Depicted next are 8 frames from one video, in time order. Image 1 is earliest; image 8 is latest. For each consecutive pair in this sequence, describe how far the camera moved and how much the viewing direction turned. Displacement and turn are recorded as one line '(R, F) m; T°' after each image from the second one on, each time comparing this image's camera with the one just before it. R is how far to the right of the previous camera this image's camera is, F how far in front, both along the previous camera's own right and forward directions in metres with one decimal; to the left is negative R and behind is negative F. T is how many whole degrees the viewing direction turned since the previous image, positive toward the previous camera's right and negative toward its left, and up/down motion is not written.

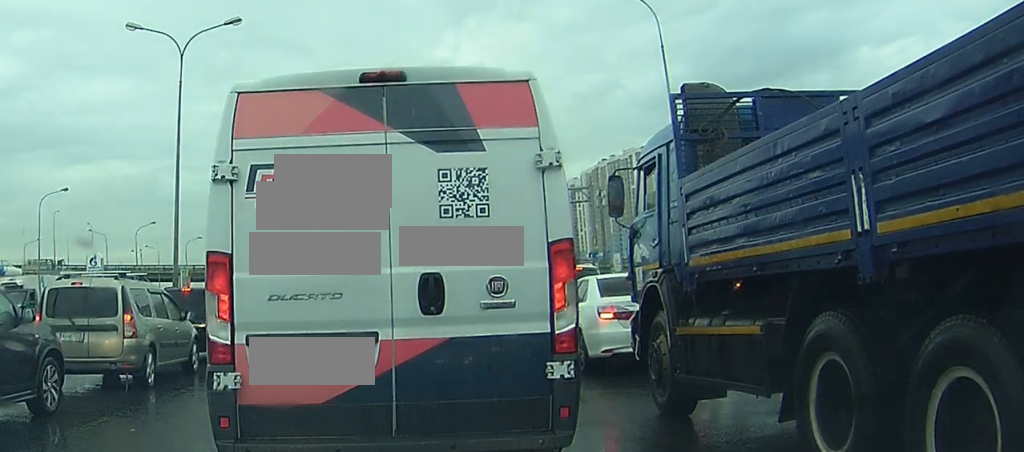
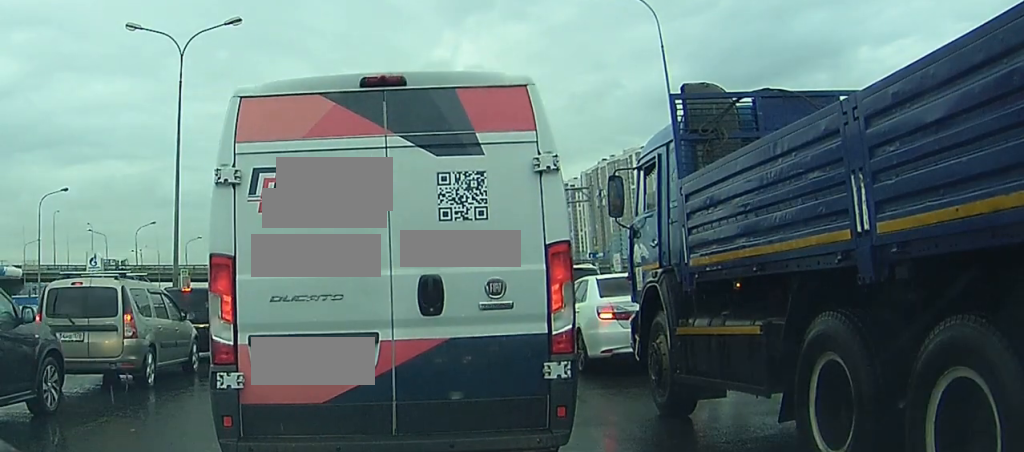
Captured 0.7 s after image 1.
(0.0, 0.0) m; 0°
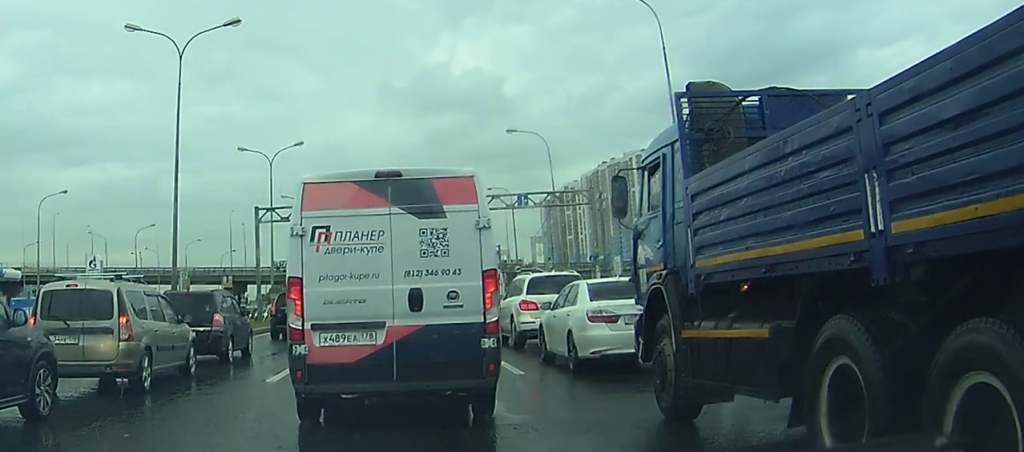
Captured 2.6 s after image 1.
(0.0, 0.0) m; 0°
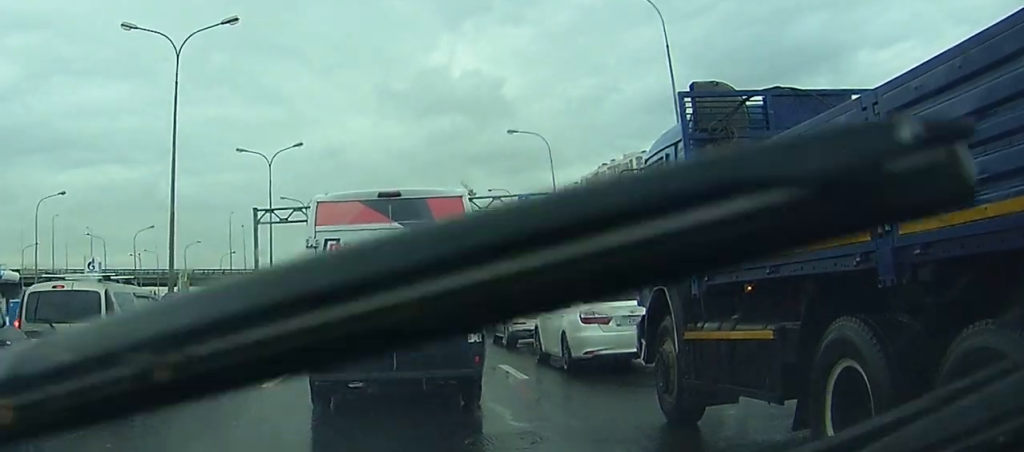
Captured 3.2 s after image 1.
(0.0, 0.0) m; 0°
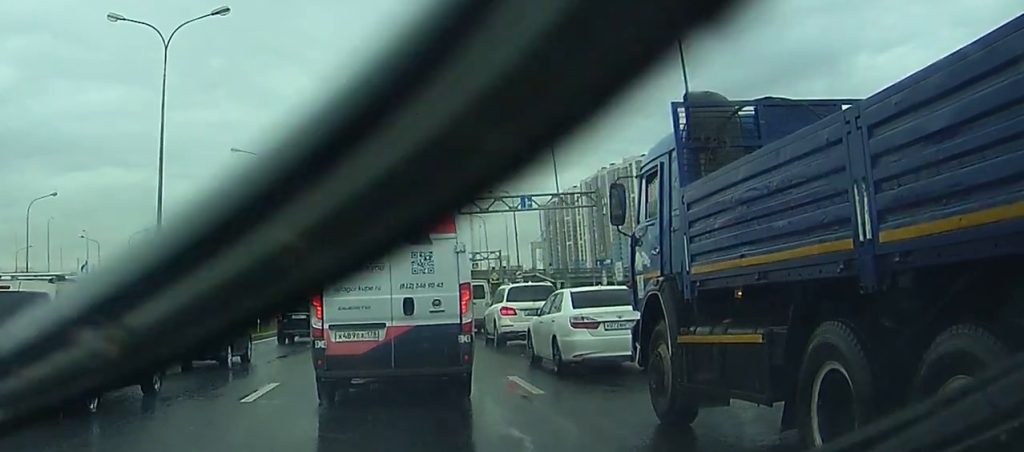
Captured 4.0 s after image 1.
(0.0, 0.0) m; 0°
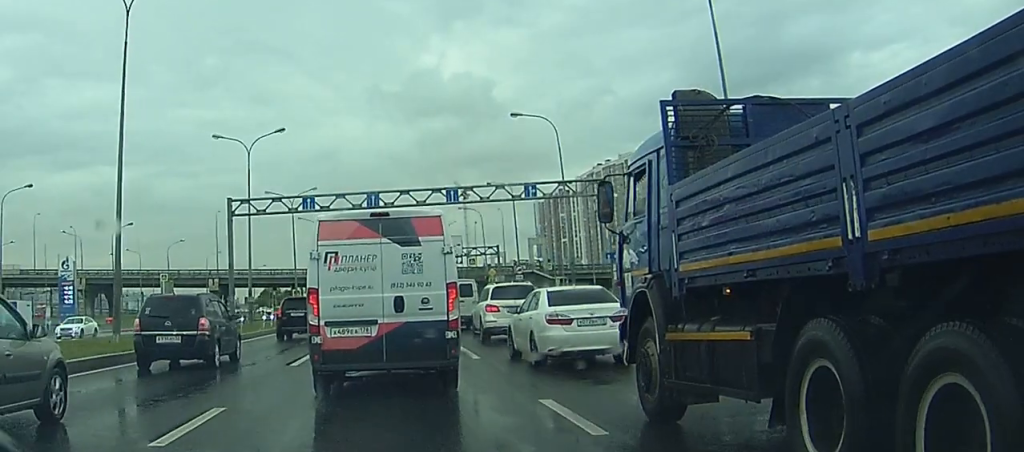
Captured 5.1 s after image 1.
(0.0, 0.0) m; 0°
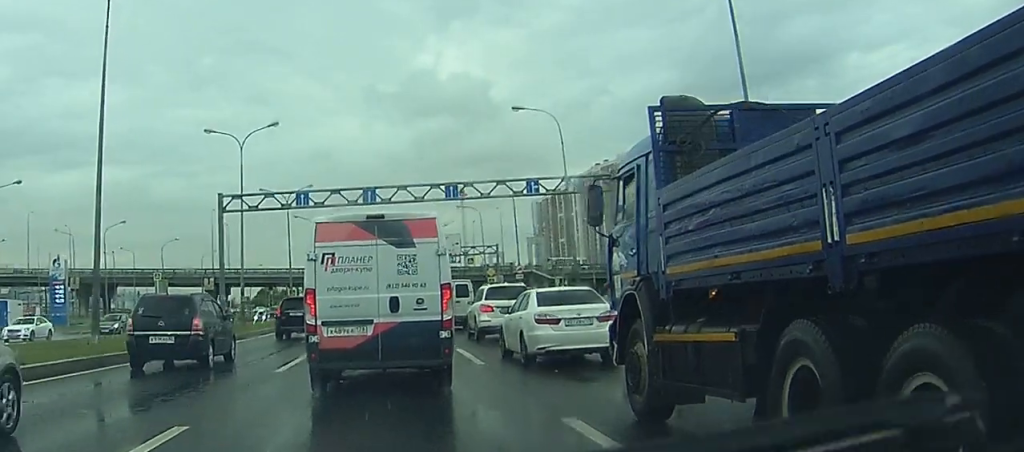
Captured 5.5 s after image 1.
(0.0, +0.9) m; 0°
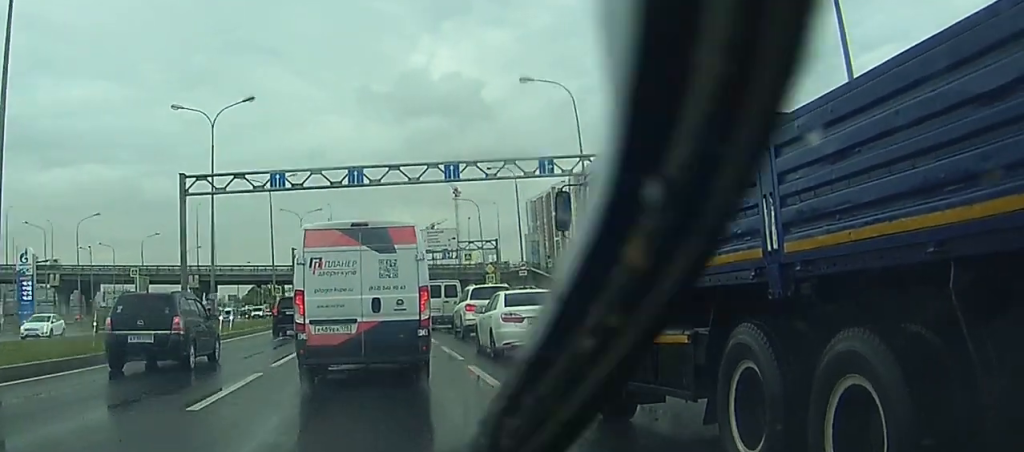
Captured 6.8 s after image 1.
(0.0, +3.8) m; -1°
